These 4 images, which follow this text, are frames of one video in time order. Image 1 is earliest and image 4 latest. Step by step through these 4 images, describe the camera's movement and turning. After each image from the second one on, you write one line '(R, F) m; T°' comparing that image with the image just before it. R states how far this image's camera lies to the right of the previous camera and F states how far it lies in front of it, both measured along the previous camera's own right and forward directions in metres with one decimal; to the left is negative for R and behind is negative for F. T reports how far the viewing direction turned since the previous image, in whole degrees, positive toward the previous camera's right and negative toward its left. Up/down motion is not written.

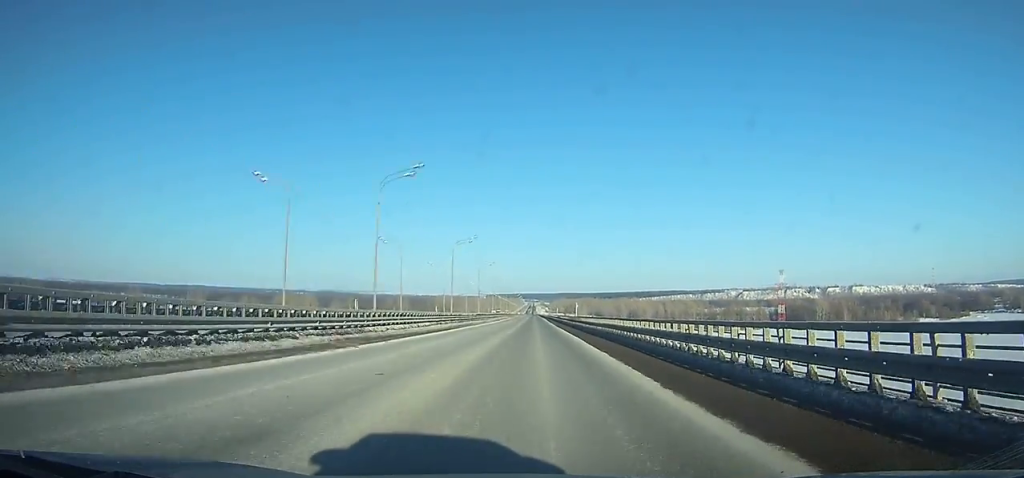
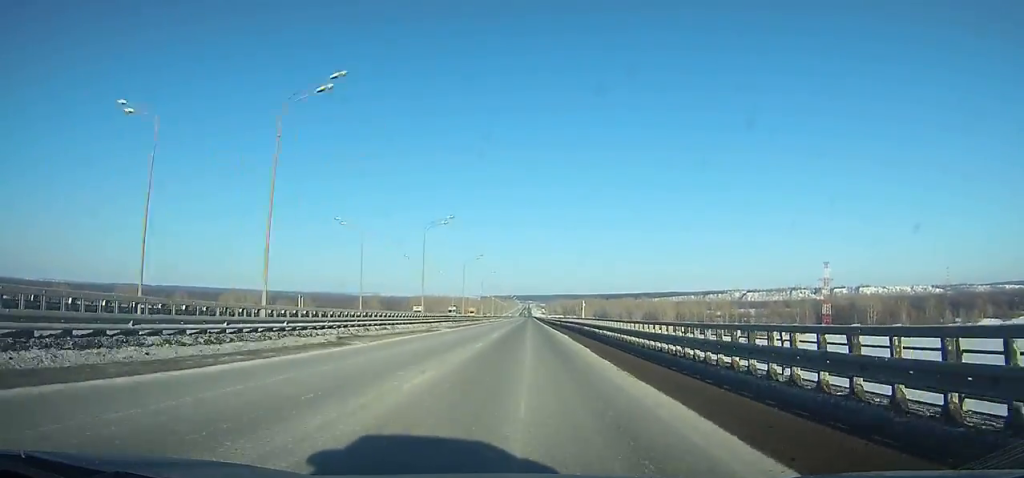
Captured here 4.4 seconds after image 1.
(-0.1, +103.1) m; 0°
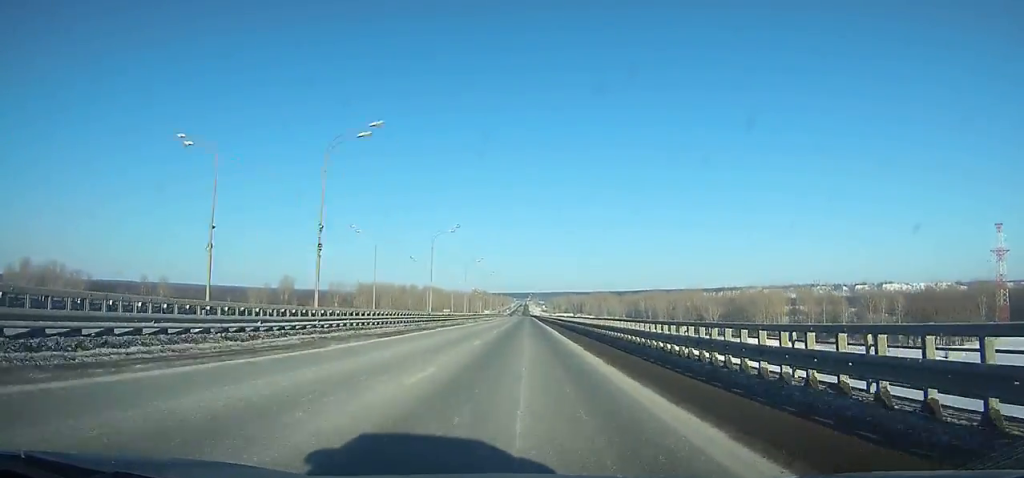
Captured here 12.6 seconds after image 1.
(-0.2, +202.0) m; 0°
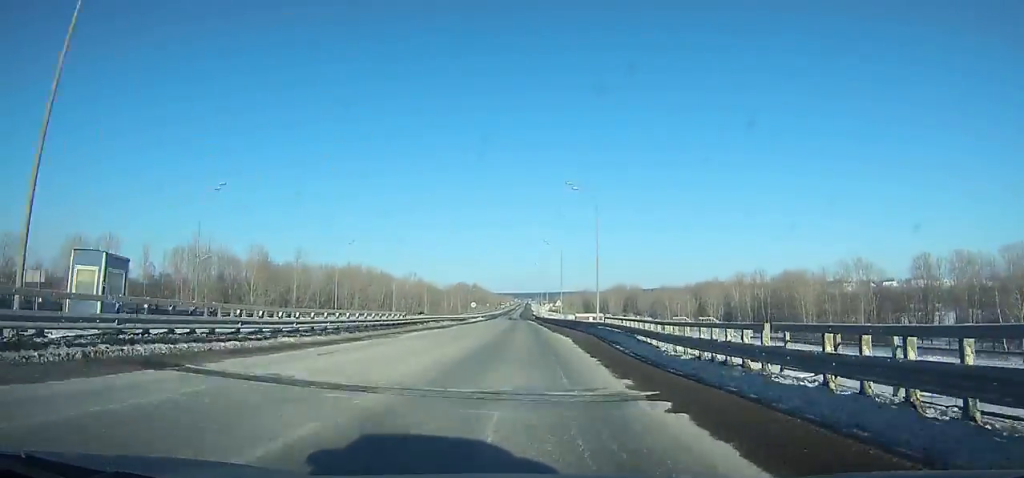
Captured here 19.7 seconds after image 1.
(0.0, +185.9) m; 0°
